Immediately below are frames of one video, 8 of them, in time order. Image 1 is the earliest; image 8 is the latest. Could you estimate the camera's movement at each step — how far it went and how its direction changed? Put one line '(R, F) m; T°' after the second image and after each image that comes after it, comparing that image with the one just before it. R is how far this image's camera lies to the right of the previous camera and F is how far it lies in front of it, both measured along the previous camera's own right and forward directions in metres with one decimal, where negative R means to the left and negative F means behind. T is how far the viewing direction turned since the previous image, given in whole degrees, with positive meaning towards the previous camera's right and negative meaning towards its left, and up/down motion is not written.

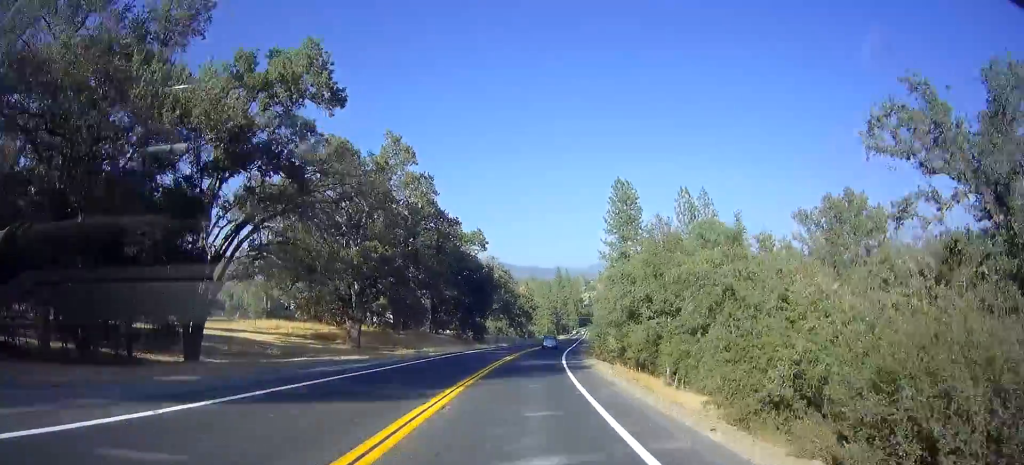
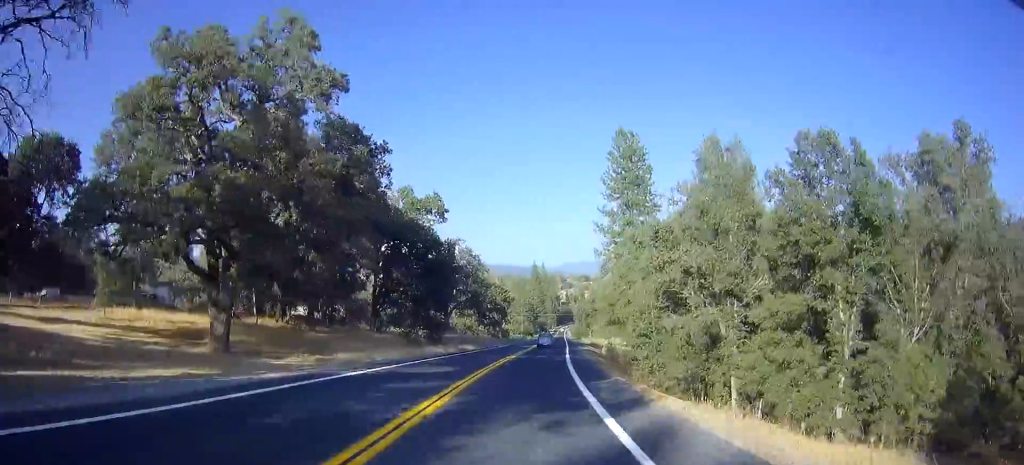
(+0.7, +23.8) m; +3°
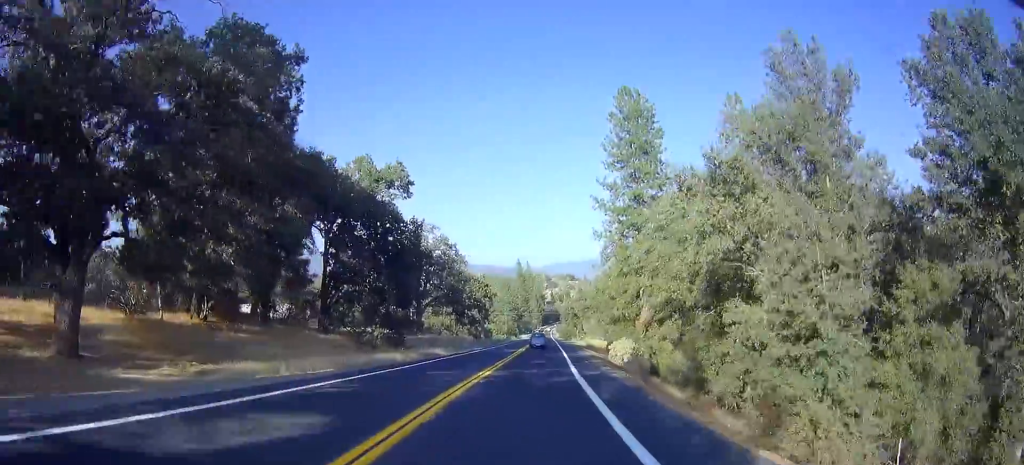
(+0.2, +13.7) m; +1°
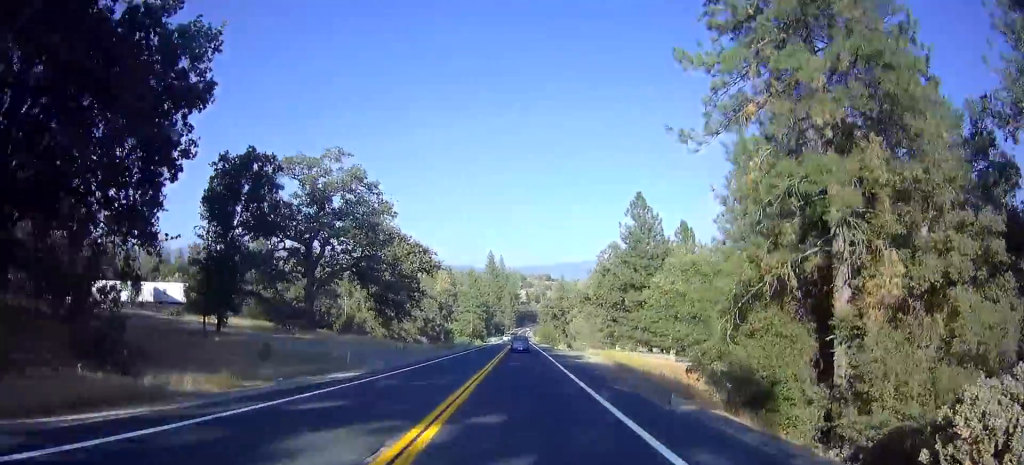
(+0.6, +40.2) m; +1°
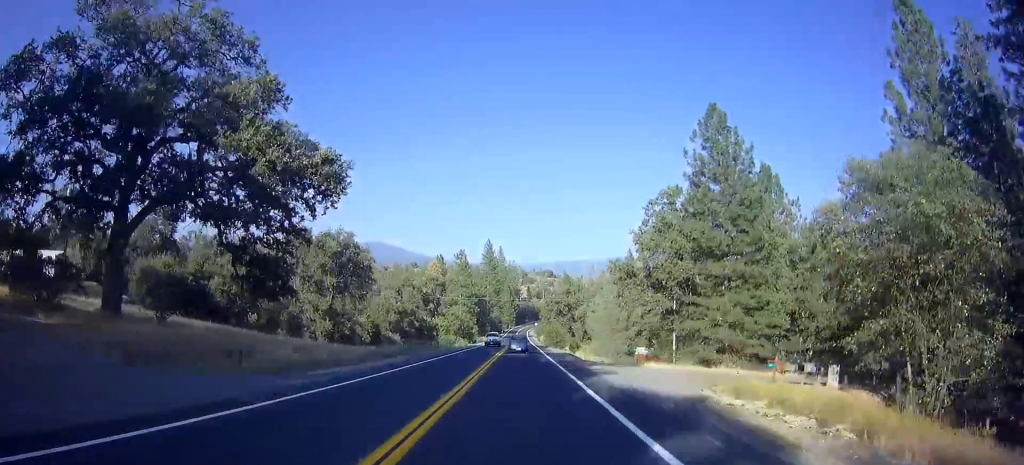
(+0.4, +29.7) m; +2°
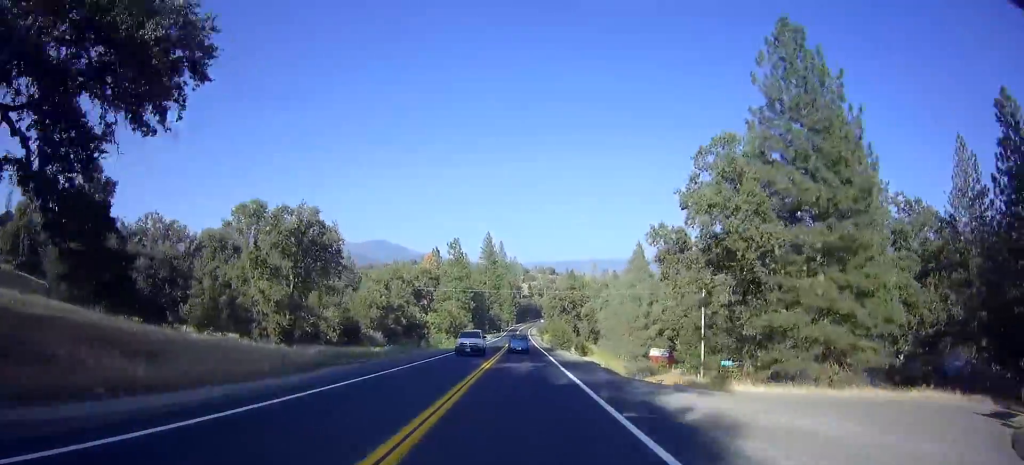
(+0.2, +14.4) m; 0°
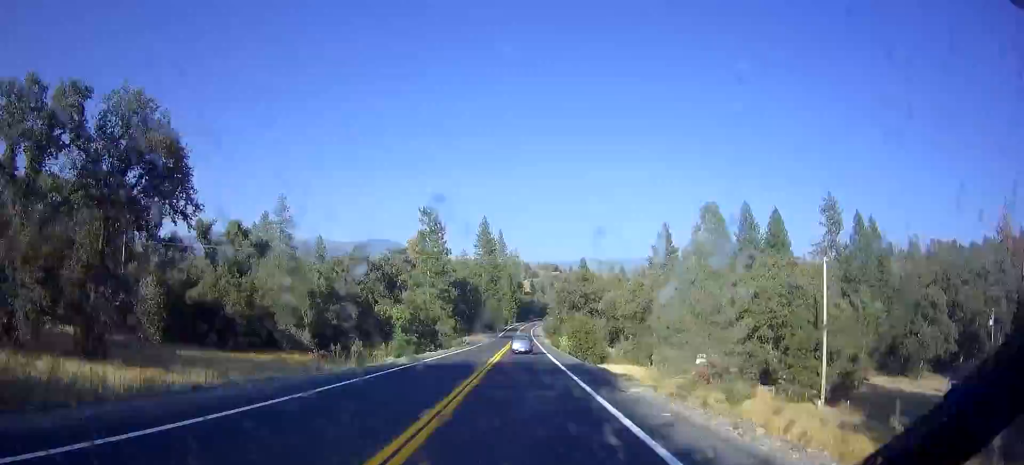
(-0.3, +33.6) m; 0°
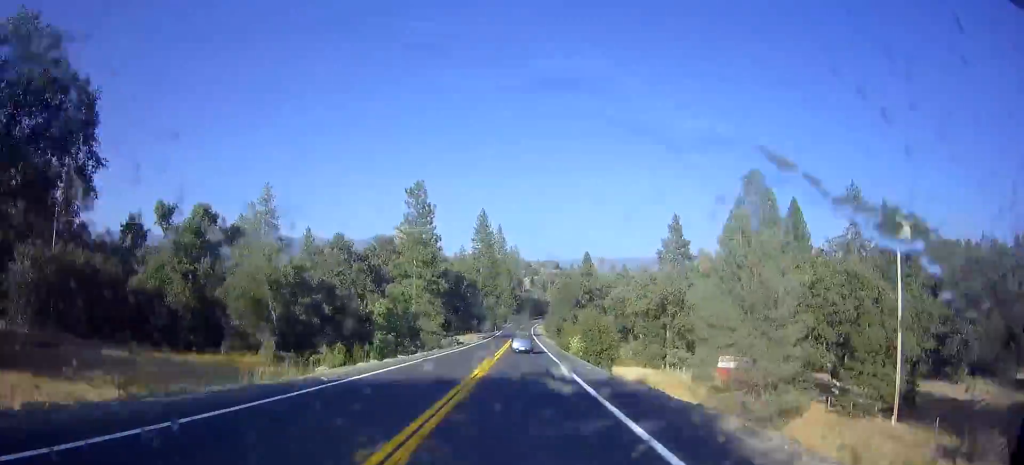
(+0.1, +10.8) m; 0°
